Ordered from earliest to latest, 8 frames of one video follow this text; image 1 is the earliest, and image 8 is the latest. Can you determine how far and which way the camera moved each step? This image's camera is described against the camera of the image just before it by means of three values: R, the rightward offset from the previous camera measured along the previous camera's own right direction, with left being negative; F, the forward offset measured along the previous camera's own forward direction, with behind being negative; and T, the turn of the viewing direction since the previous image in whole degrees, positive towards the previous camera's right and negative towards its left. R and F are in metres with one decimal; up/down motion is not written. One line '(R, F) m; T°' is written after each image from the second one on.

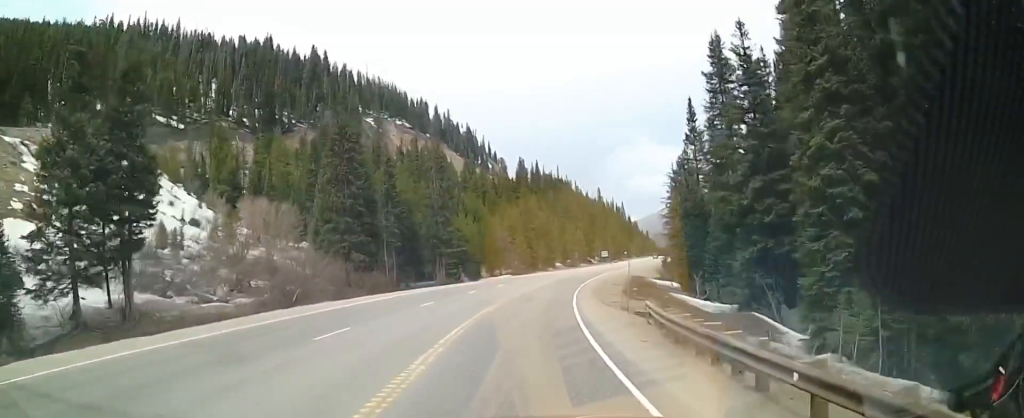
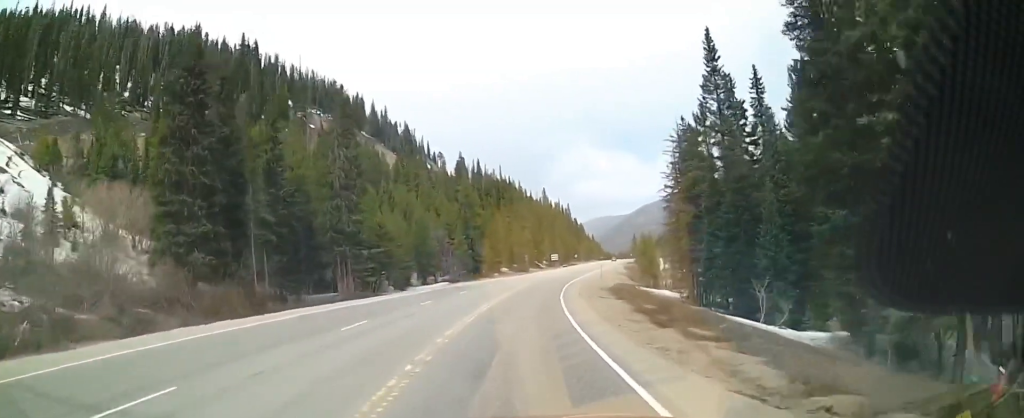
(+1.3, +22.8) m; +7°
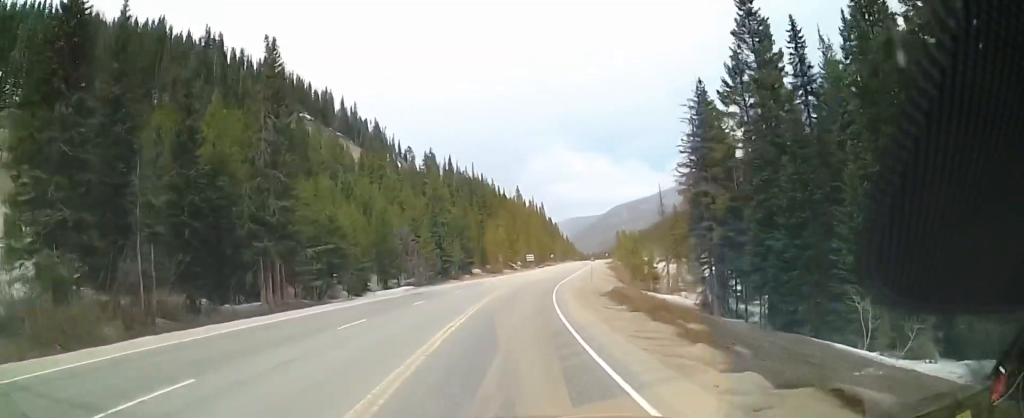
(+0.3, +11.6) m; +4°
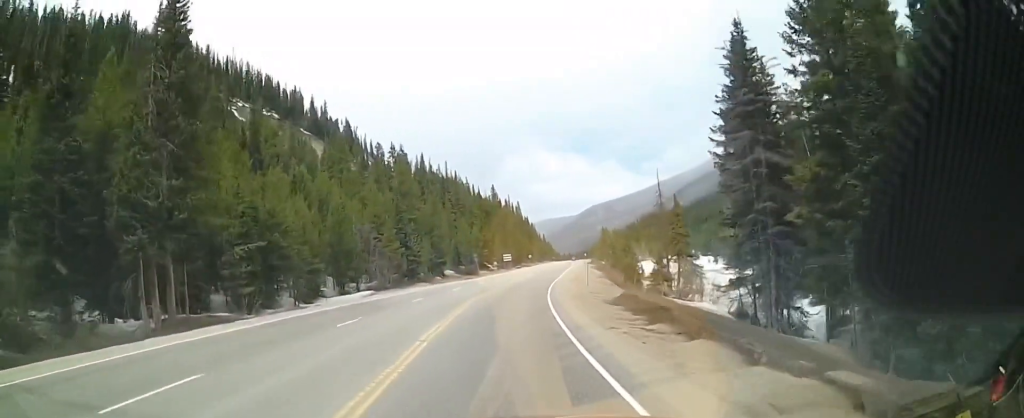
(+0.3, +11.5) m; +3°
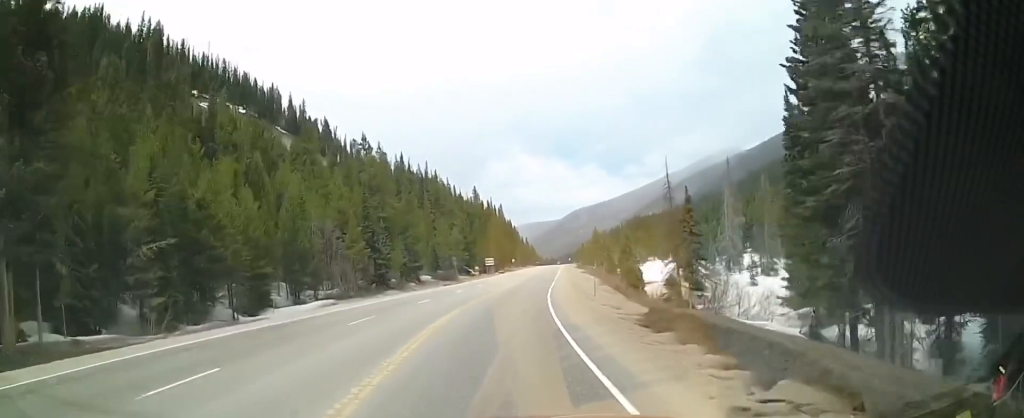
(+0.4, +10.8) m; +3°
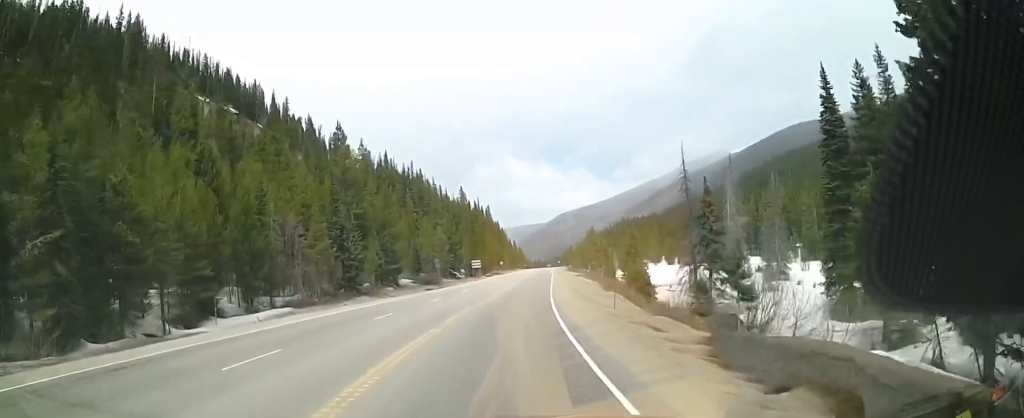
(+0.2, +9.2) m; +2°
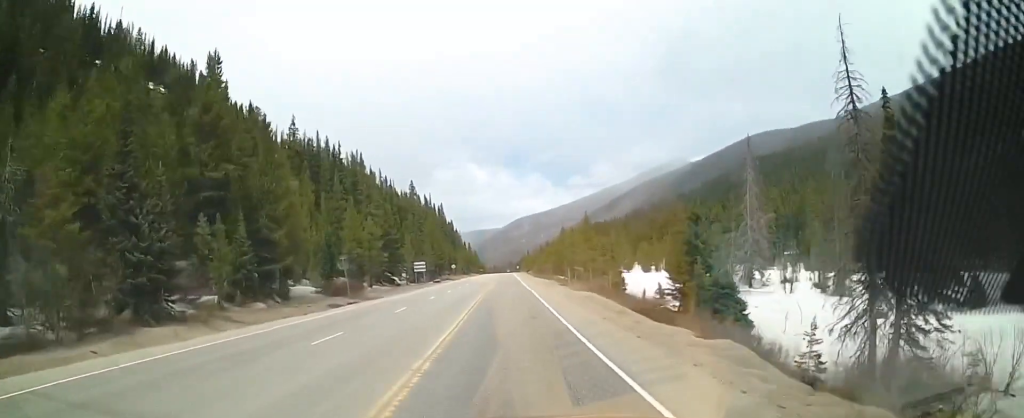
(+0.4, +32.0) m; 0°
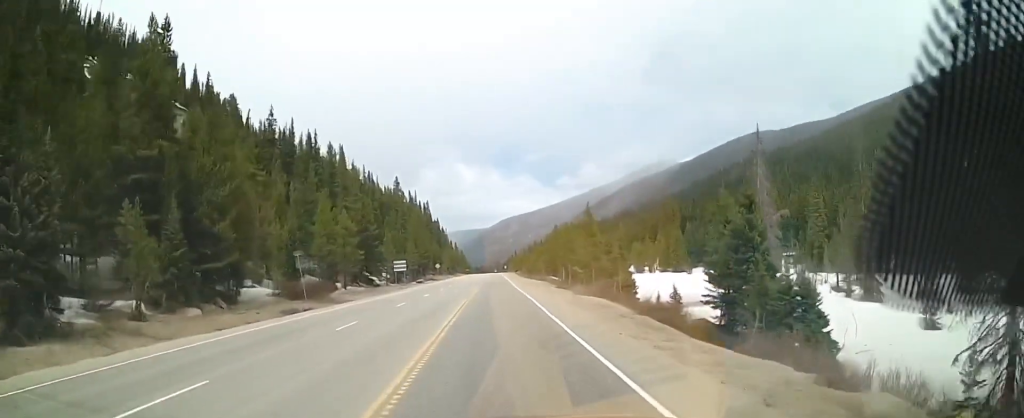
(-0.1, +9.2) m; 0°
